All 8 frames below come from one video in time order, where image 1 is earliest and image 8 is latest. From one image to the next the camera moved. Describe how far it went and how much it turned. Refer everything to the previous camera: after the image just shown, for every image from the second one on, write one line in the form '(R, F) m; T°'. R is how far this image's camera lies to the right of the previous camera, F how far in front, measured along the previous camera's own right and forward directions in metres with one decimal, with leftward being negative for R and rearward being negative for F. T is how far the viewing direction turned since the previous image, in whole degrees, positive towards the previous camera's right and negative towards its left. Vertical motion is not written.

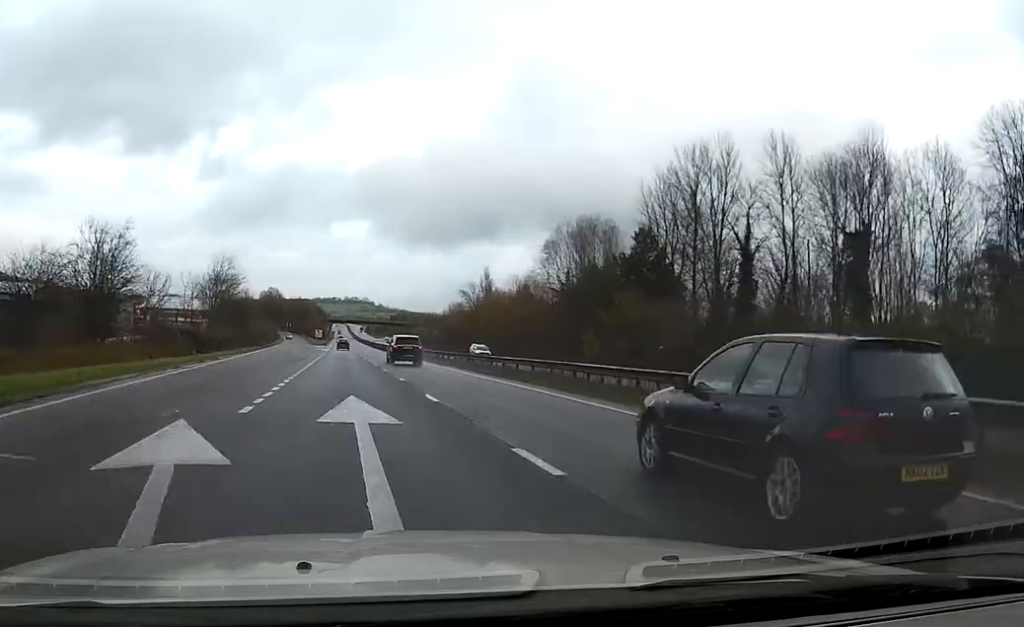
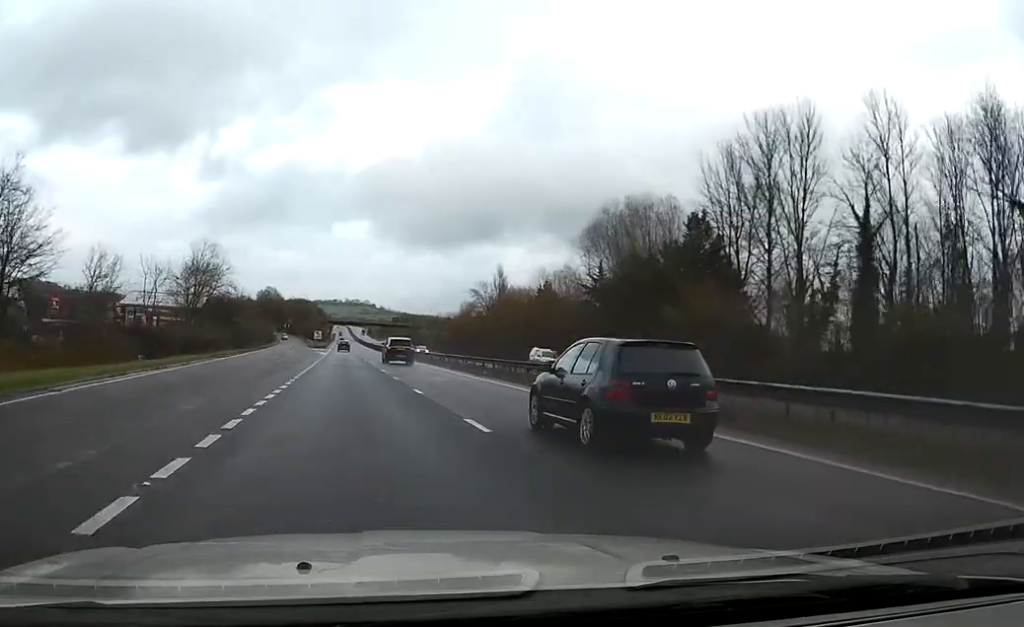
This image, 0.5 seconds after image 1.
(-0.1, +14.7) m; +1°
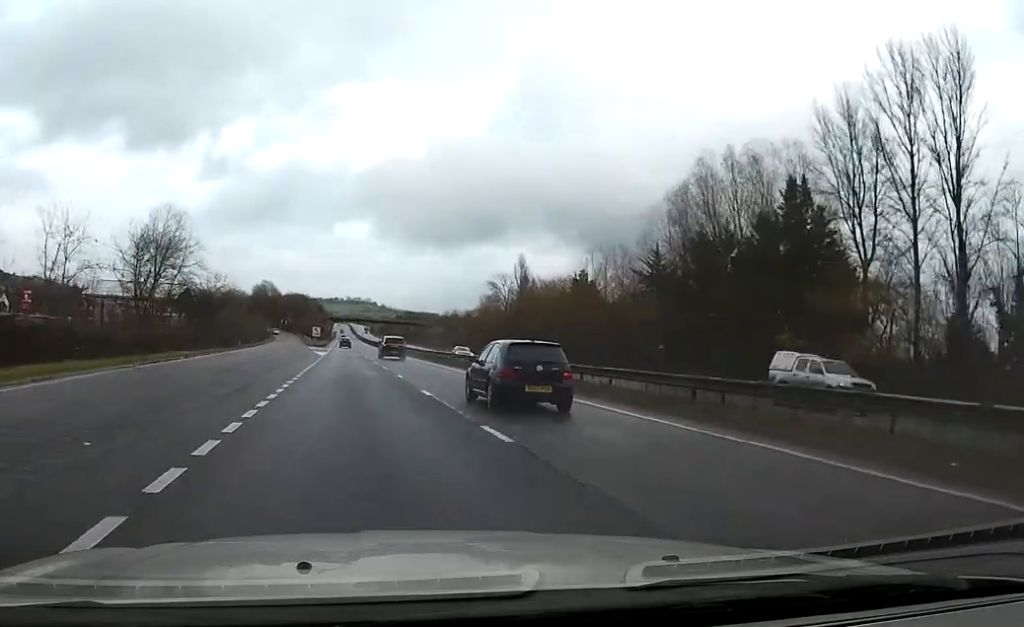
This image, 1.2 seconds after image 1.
(+0.2, +19.3) m; 0°
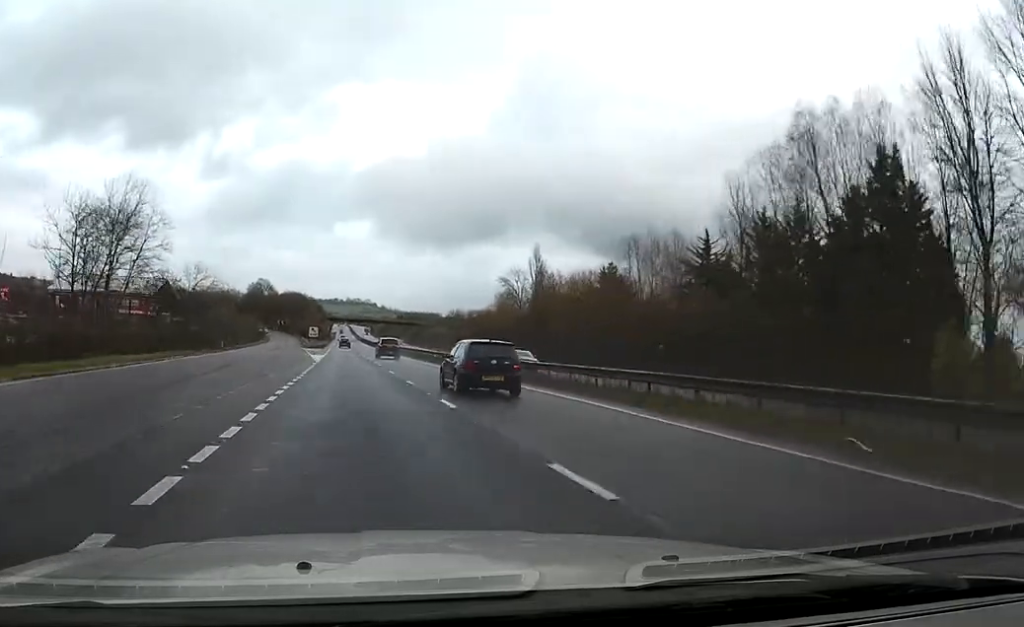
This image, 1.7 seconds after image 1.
(+0.2, +12.8) m; 0°
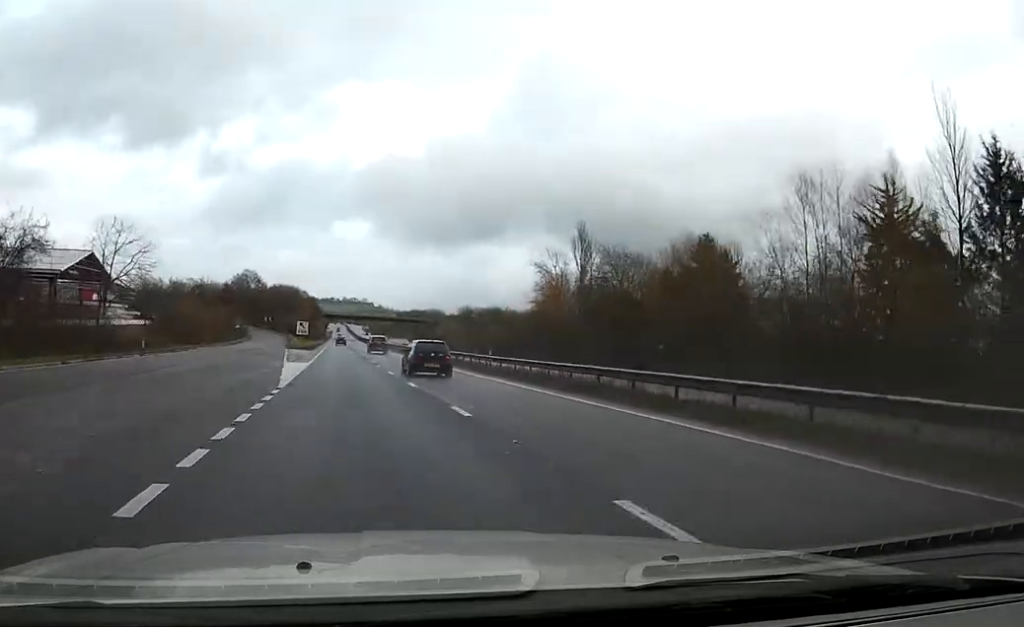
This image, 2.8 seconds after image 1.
(-0.5, +29.4) m; -1°
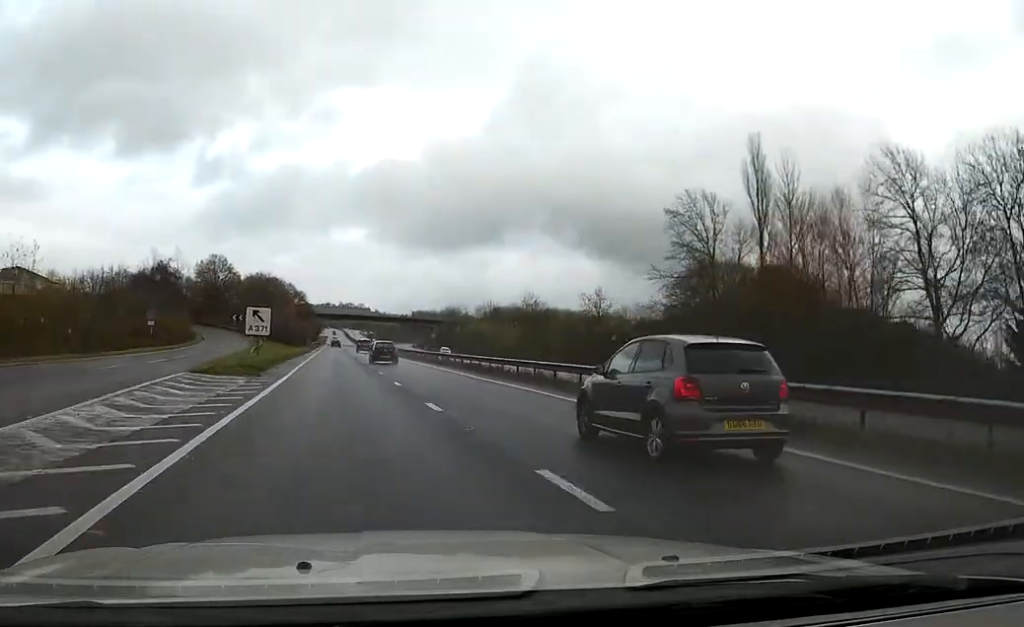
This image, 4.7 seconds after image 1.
(+0.8, +53.1) m; +1°
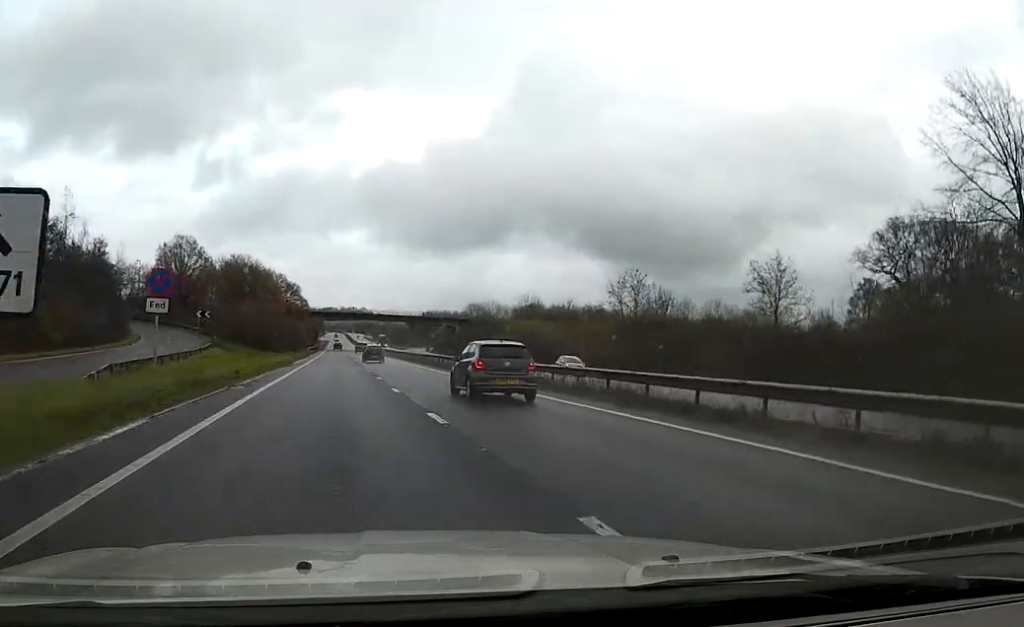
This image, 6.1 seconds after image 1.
(-0.3, +38.3) m; 0°
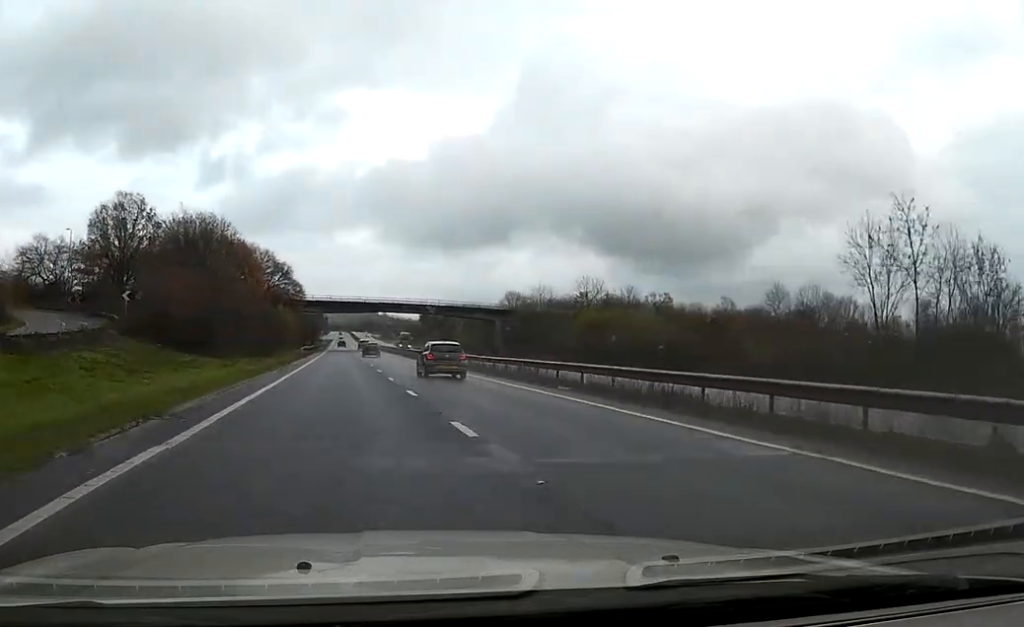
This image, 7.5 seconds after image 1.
(-0.1, +38.3) m; -1°
